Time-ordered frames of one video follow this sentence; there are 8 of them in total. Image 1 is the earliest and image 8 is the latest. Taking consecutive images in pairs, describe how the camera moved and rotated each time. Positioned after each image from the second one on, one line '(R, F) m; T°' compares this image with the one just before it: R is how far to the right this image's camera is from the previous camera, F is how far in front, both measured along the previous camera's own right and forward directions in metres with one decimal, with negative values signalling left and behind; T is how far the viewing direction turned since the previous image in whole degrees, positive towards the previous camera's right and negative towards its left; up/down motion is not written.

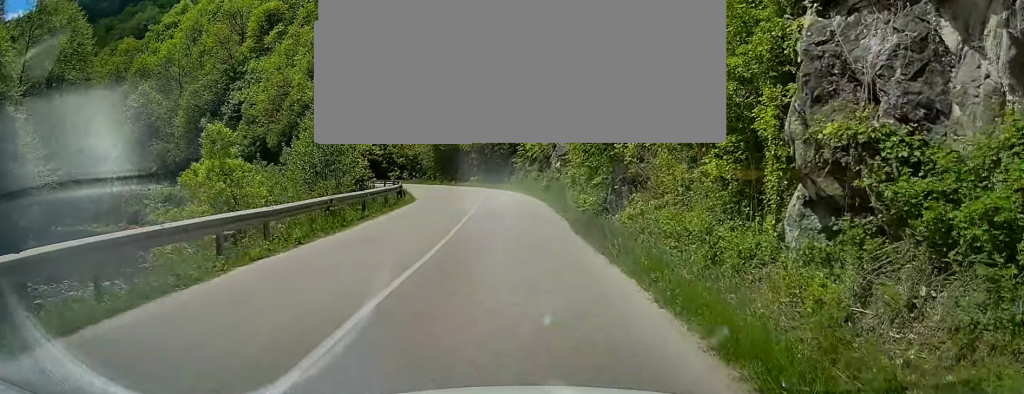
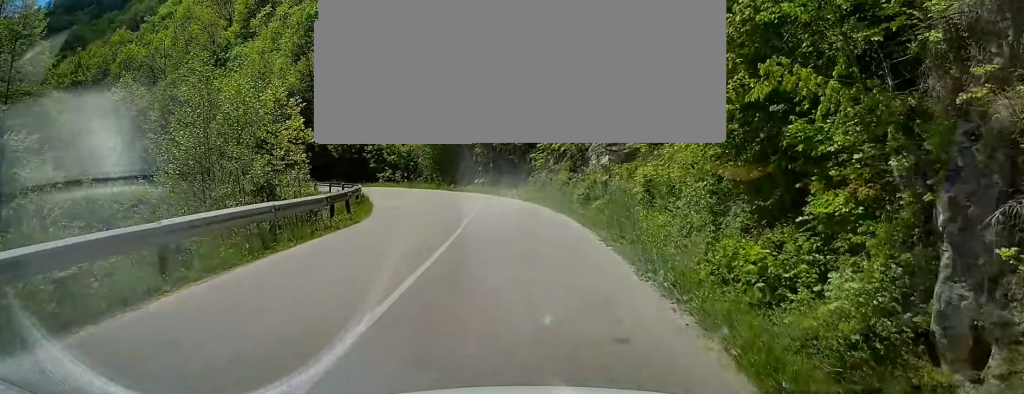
(-0.1, +12.3) m; -2°
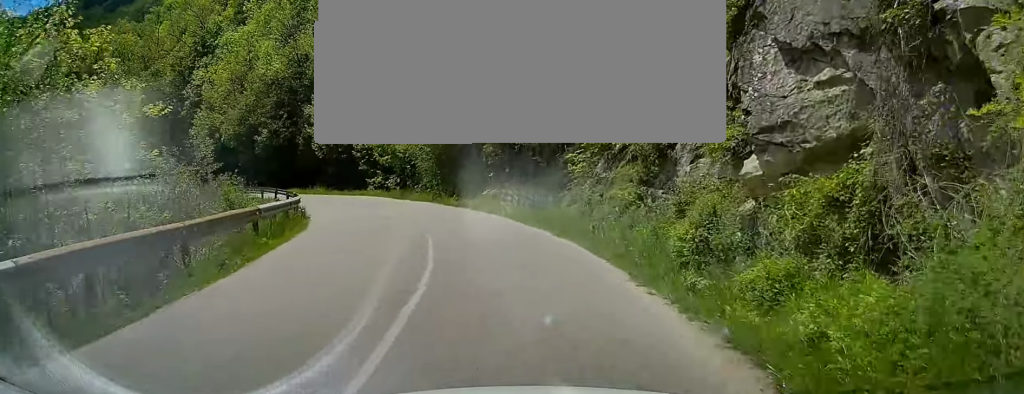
(-0.3, +11.2) m; -8°
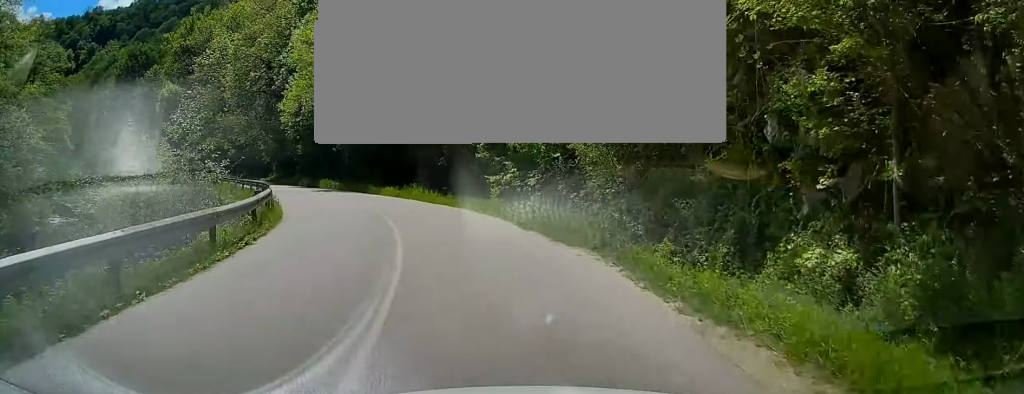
(-3.1, +18.8) m; -15°
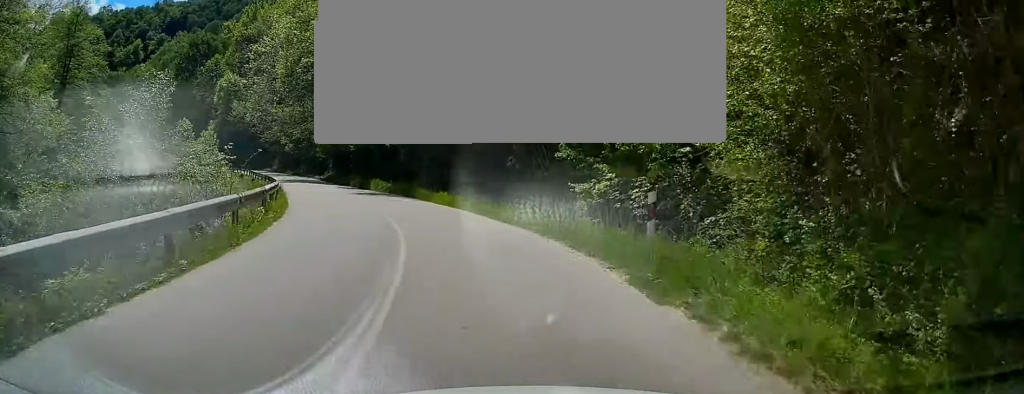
(-0.1, +6.3) m; -1°
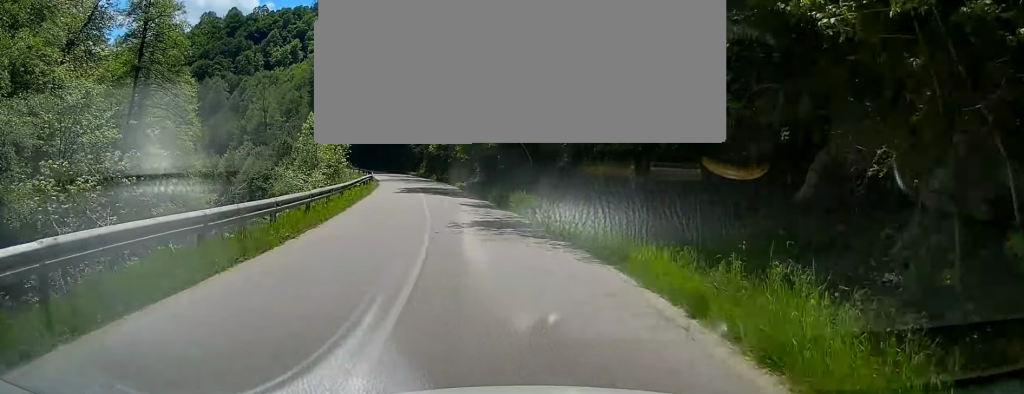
(-0.1, +14.1) m; -5°
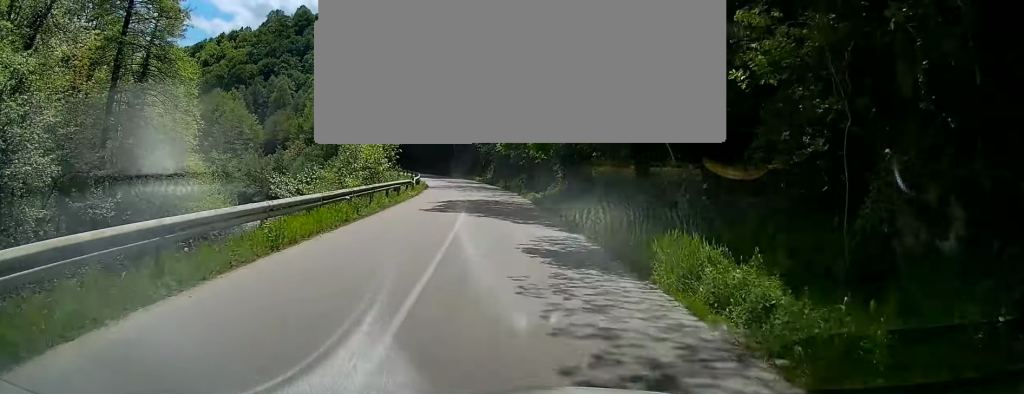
(-0.8, +12.0) m; -10°
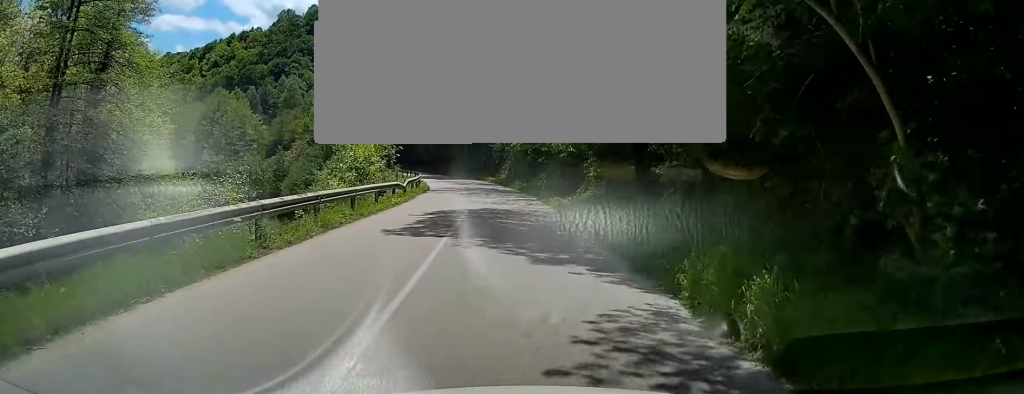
(-0.4, +7.0) m; -7°
